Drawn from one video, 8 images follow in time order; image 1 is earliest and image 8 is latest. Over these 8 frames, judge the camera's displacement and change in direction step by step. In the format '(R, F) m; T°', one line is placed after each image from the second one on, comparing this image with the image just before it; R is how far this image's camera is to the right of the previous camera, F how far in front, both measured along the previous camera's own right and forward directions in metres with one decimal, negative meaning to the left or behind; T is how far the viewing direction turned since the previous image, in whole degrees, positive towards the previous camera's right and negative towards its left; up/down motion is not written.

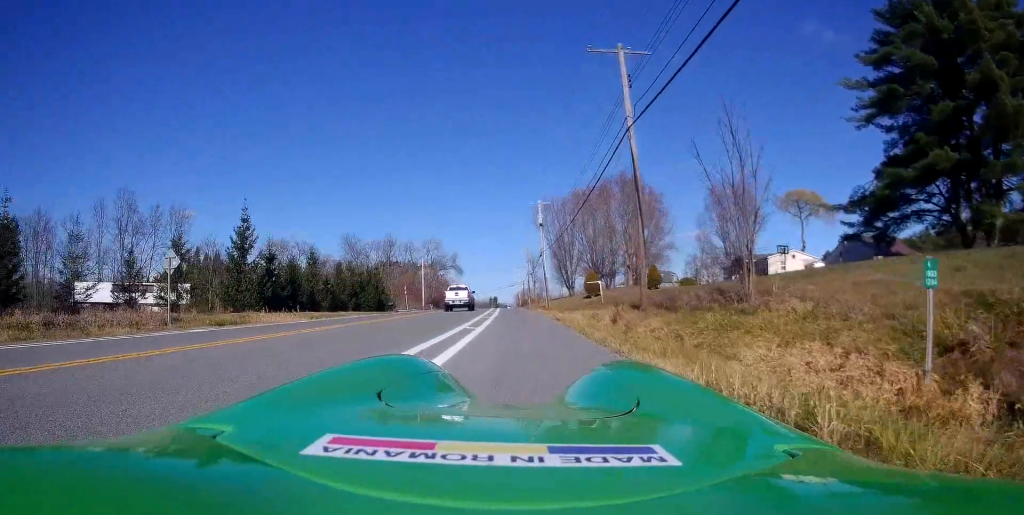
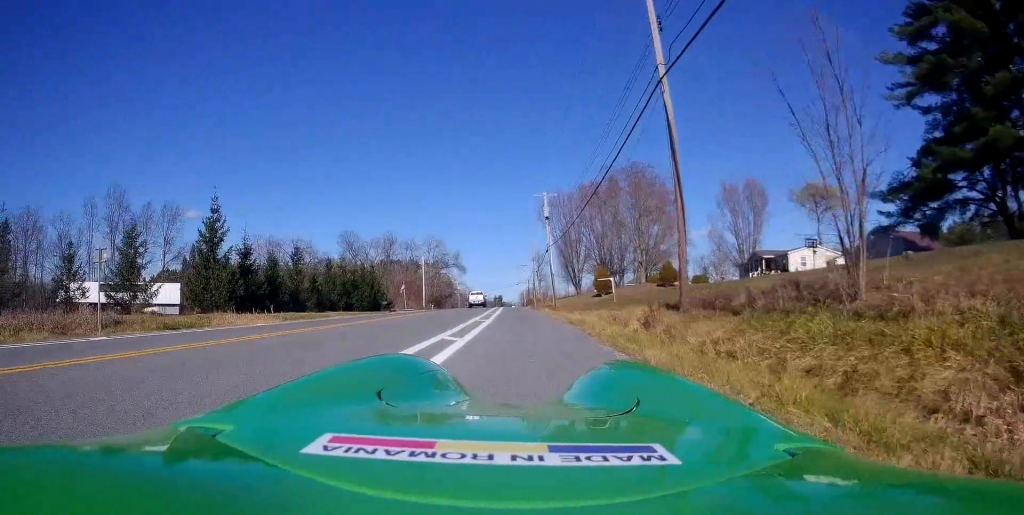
(0.0, +5.0) m; 0°
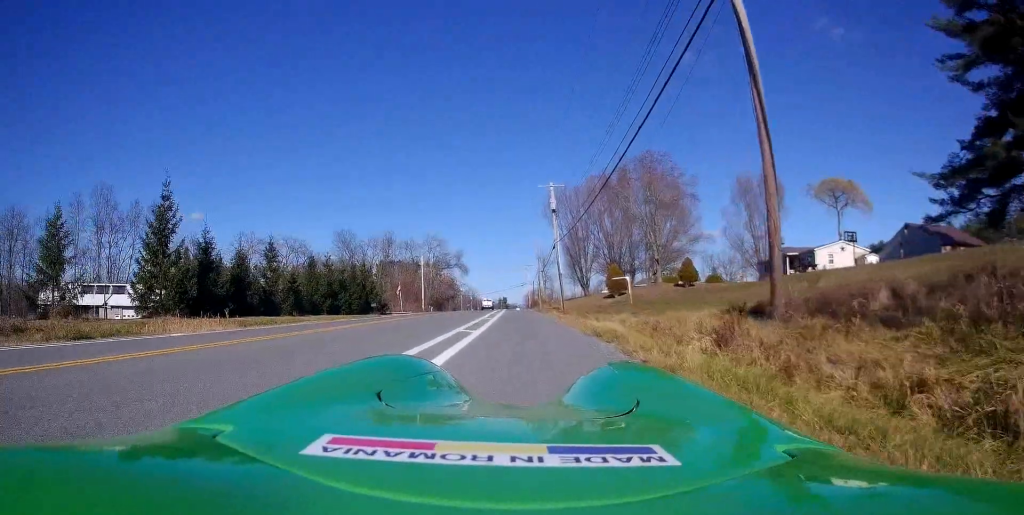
(0.0, +5.9) m; 0°
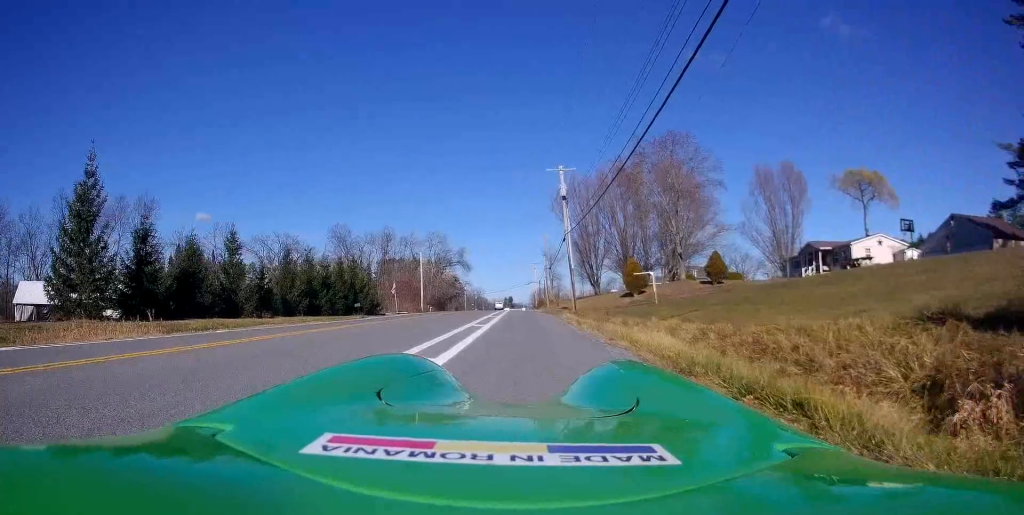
(0.0, +6.6) m; 0°
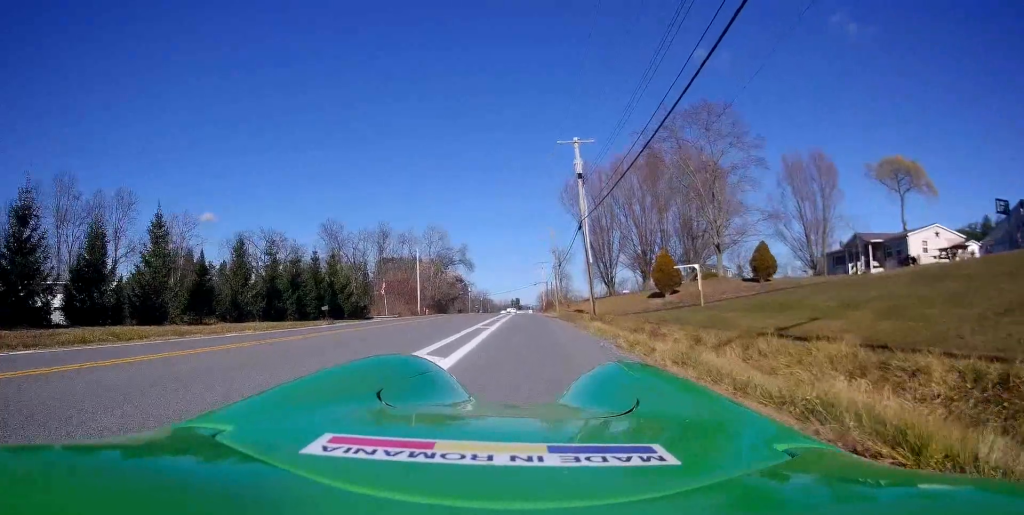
(0.0, +8.7) m; -1°
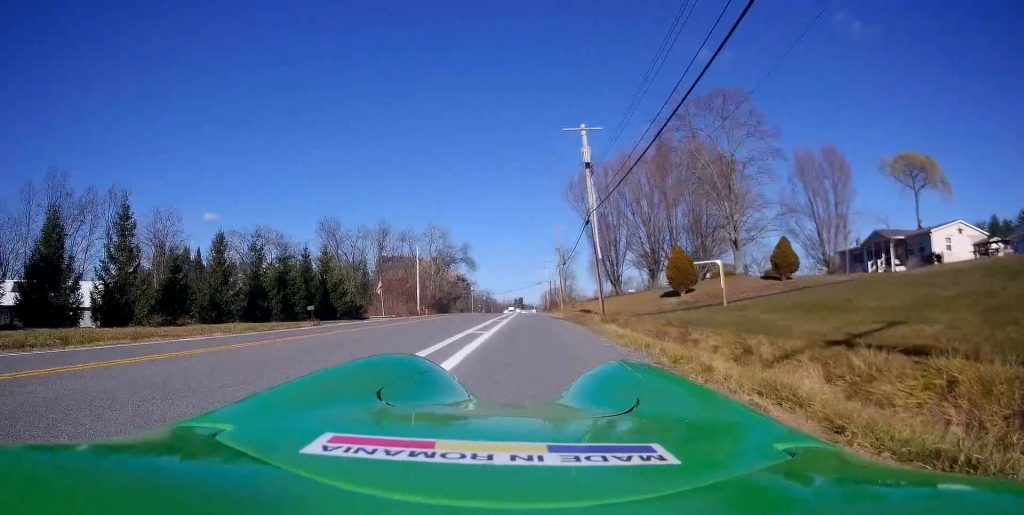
(0.0, +3.0) m; -3°
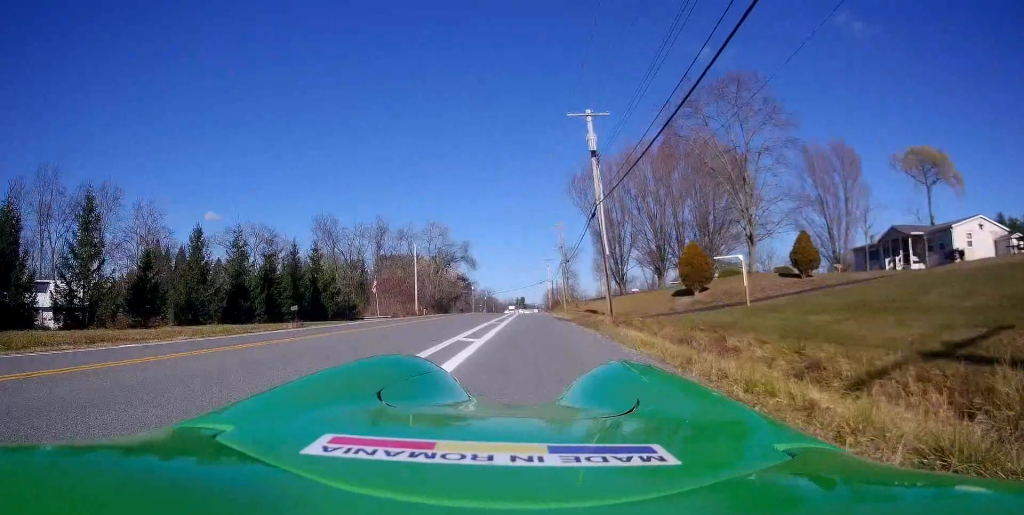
(-0.1, +2.6) m; -1°
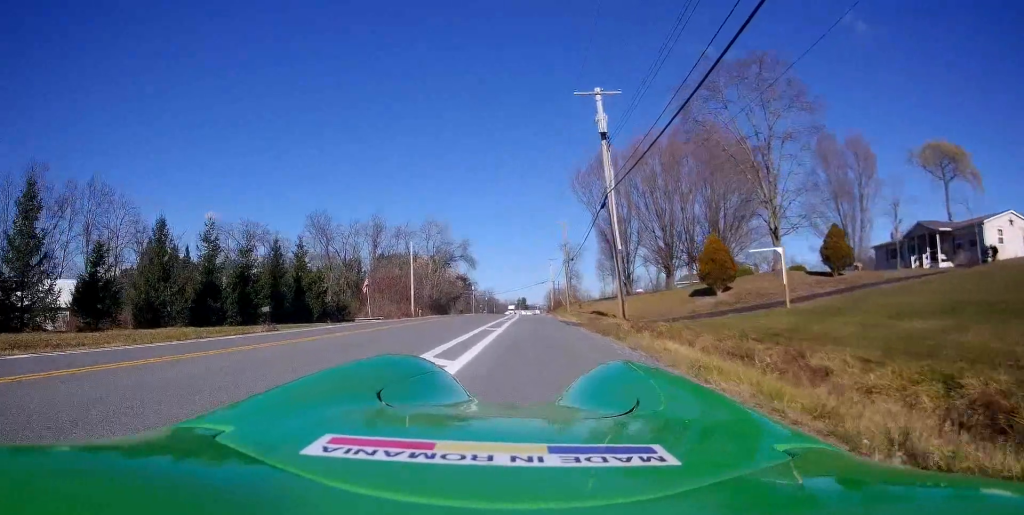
(-0.2, +3.7) m; +1°
